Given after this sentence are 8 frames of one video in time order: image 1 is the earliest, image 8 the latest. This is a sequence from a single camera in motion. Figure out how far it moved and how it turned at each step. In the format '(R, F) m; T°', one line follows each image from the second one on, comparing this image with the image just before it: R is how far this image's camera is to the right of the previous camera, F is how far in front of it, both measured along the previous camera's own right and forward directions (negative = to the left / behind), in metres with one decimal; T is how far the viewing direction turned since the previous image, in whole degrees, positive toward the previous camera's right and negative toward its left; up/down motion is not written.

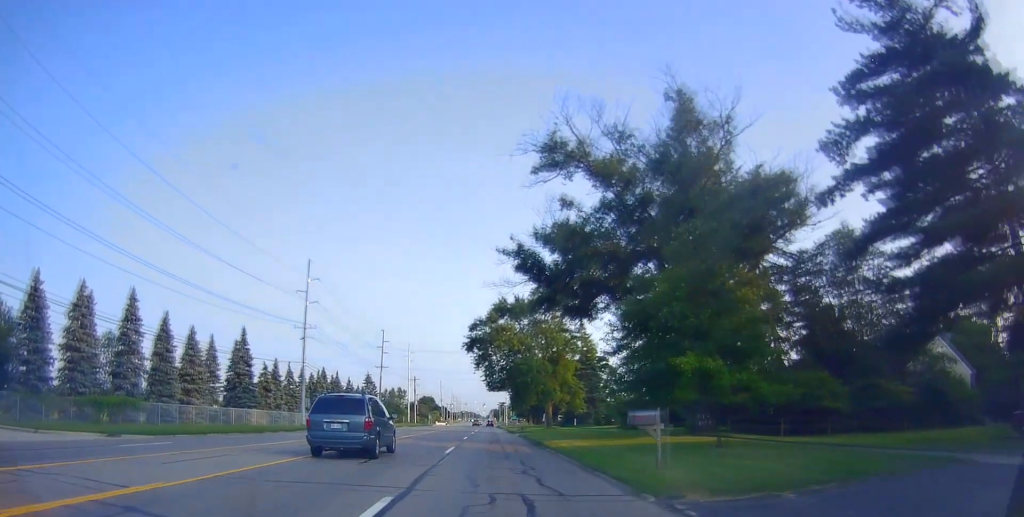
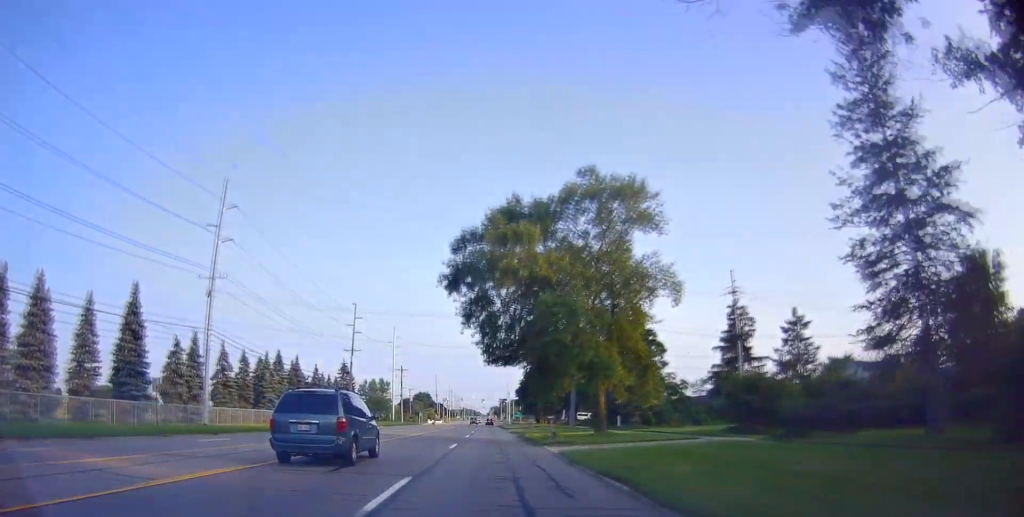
(-0.6, +26.2) m; -2°
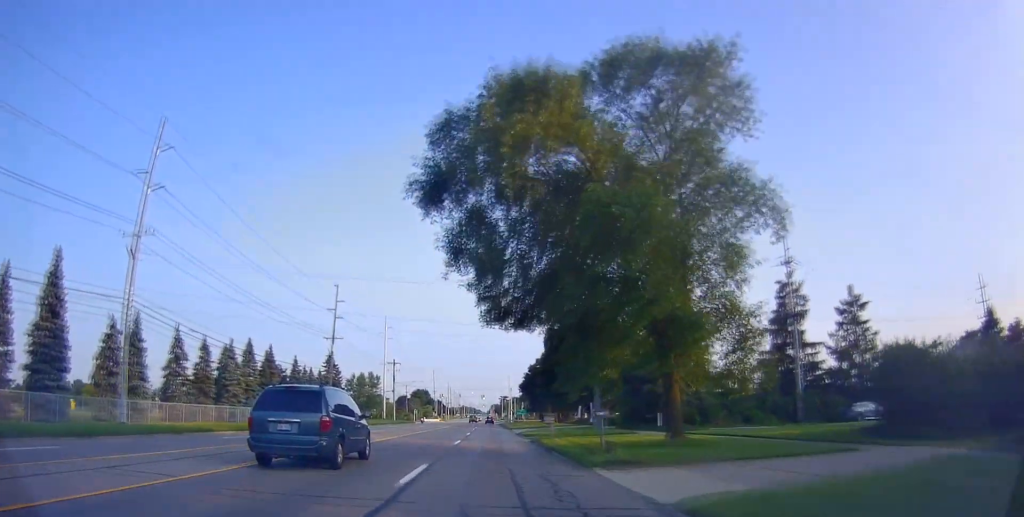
(-0.3, +12.6) m; 0°
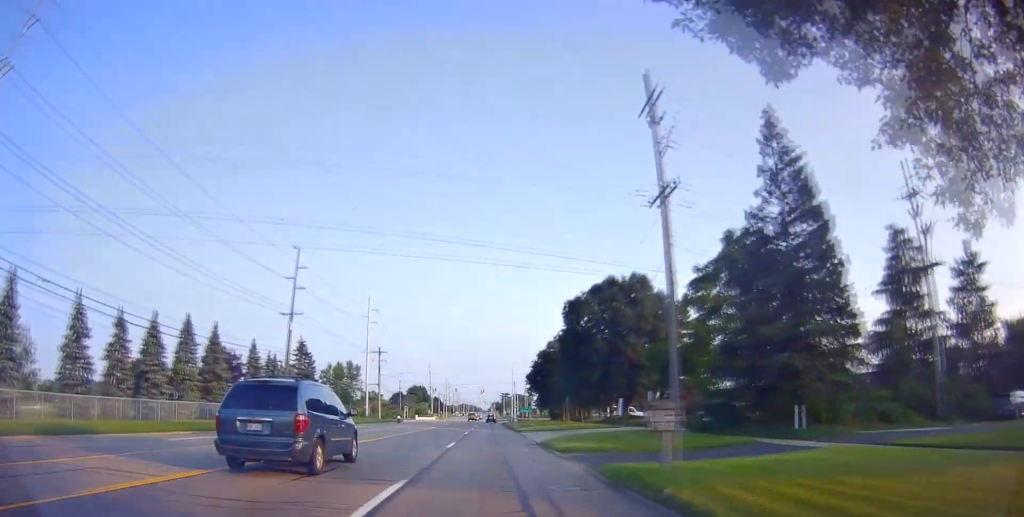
(+0.6, +19.8) m; +1°
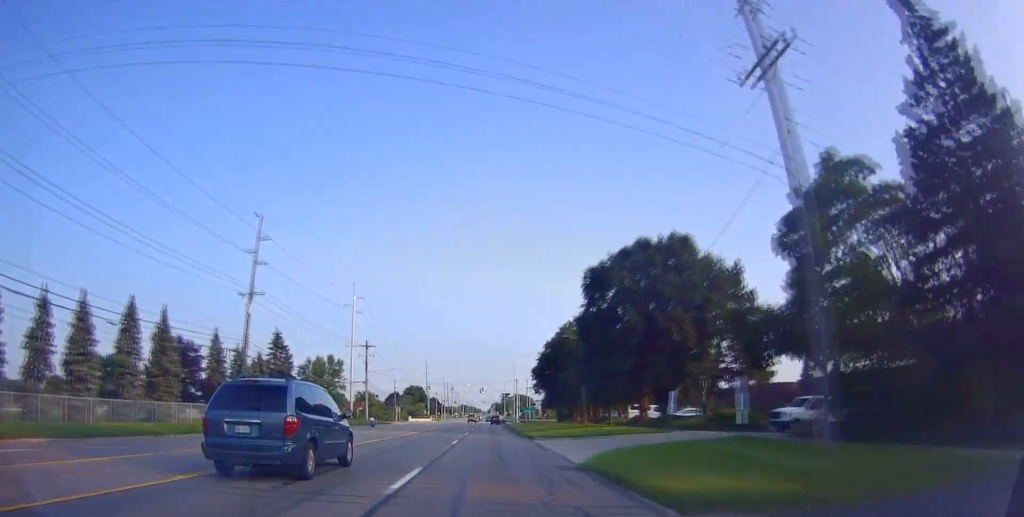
(-0.2, +13.3) m; 0°
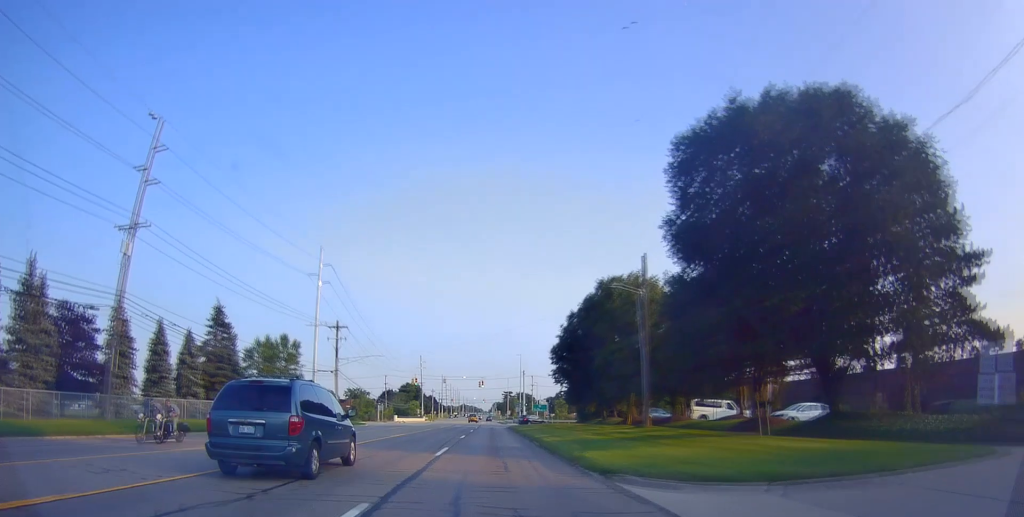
(+0.2, +24.5) m; -1°
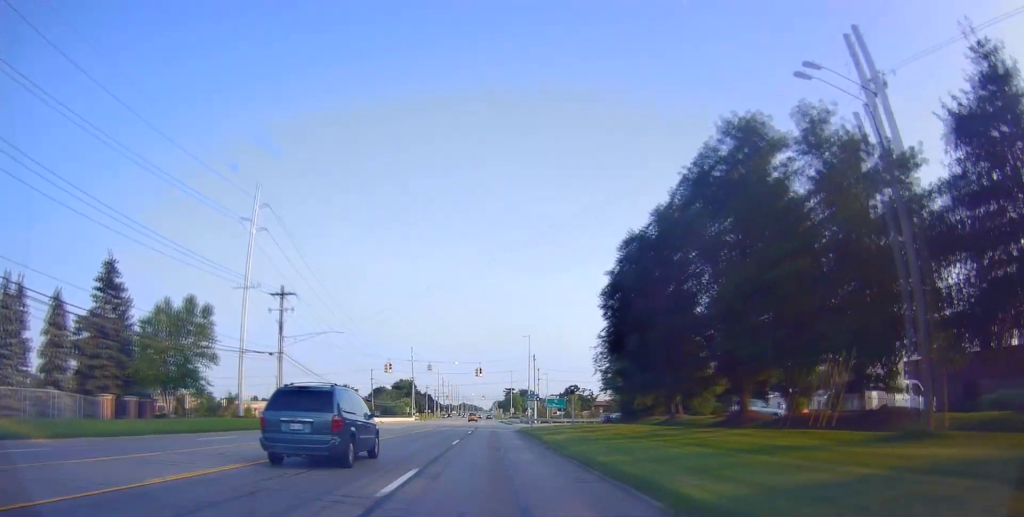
(-0.6, +26.7) m; -2°
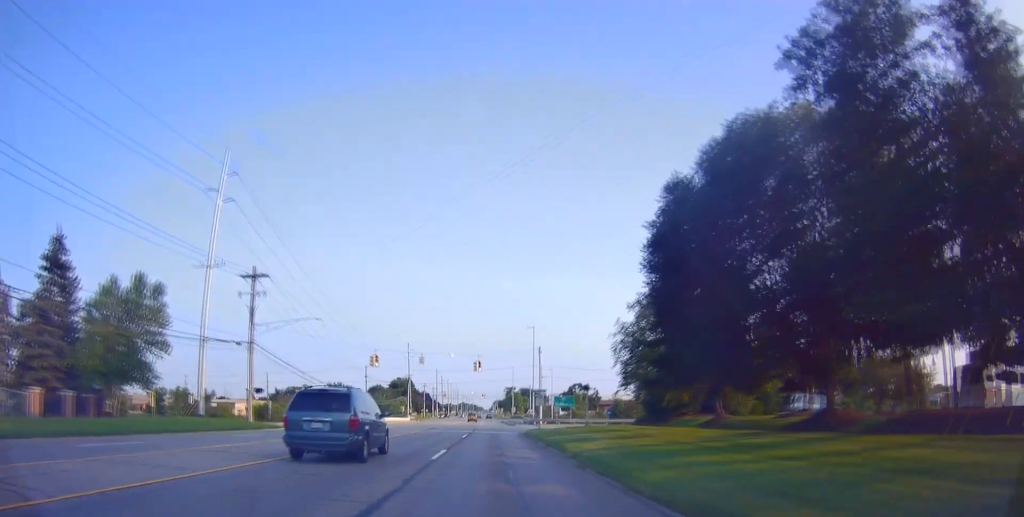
(0.0, +8.6) m; 0°
